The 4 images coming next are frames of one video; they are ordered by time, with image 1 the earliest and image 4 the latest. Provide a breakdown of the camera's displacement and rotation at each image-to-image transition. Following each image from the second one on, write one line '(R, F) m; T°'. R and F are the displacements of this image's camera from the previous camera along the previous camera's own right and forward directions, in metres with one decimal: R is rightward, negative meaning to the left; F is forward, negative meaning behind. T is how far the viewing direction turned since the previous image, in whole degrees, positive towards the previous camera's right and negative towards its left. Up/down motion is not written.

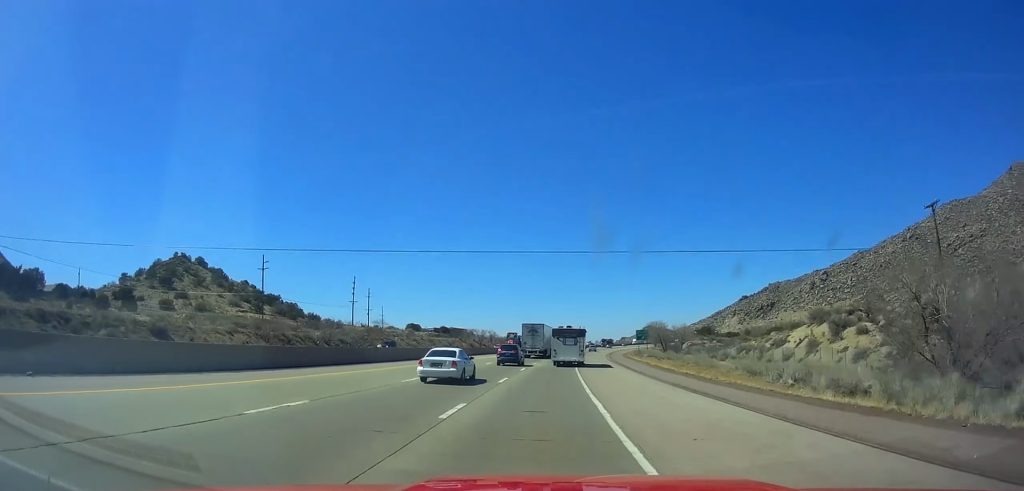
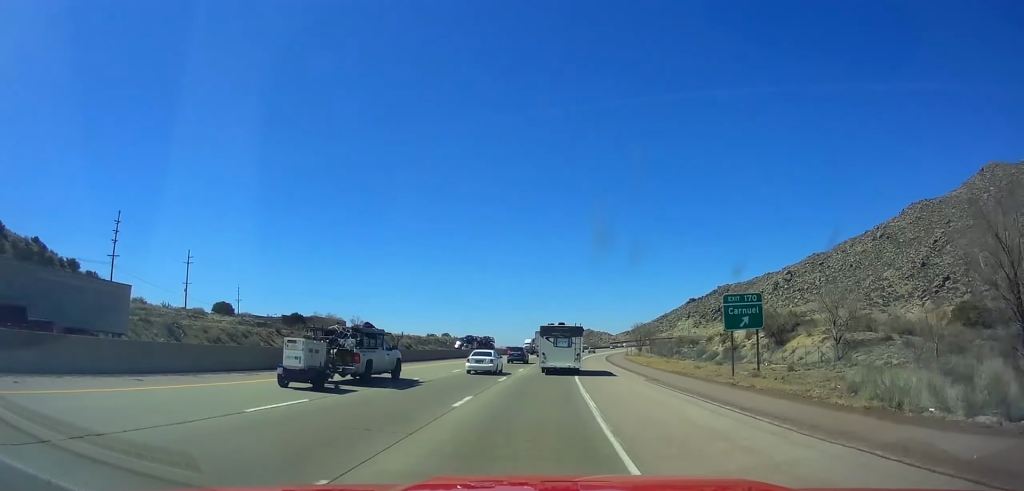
(+5.9, +98.9) m; +6°
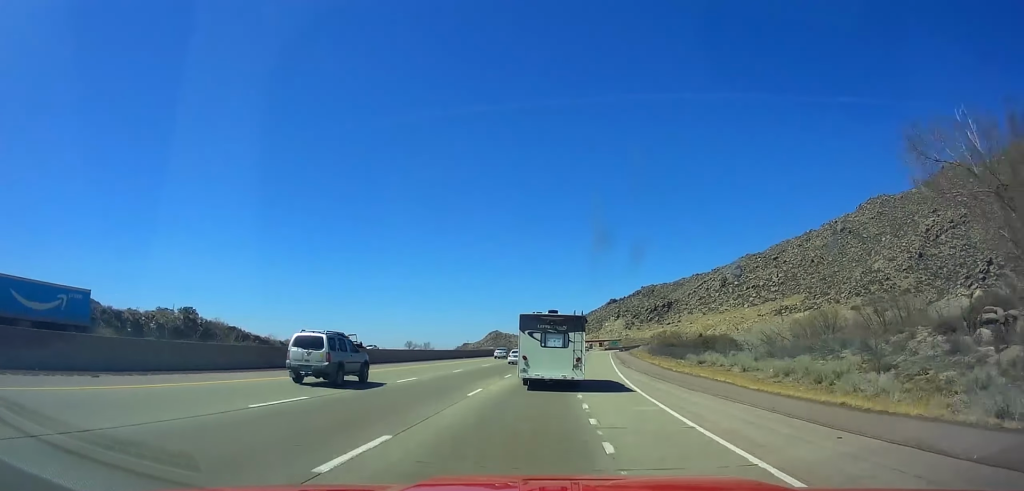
(+11.2, +141.5) m; +9°
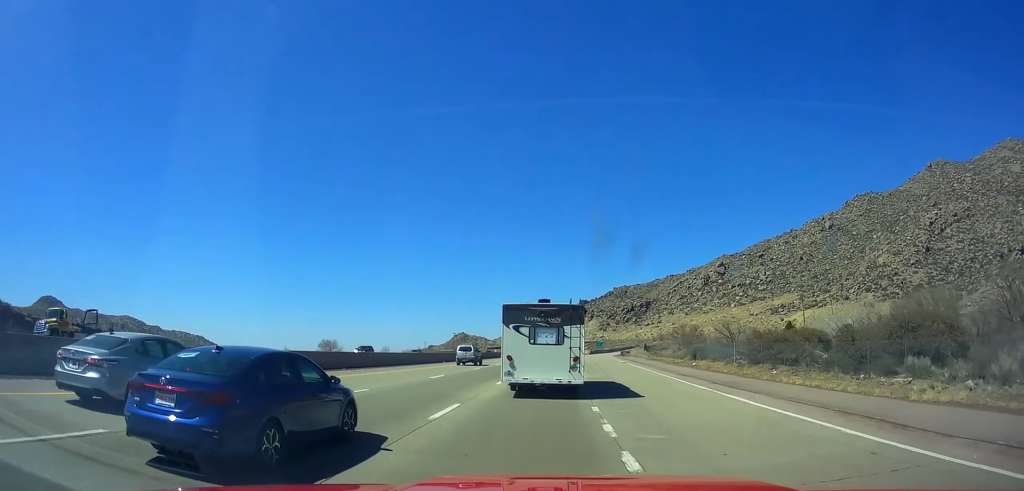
(+2.1, +54.3) m; +4°
